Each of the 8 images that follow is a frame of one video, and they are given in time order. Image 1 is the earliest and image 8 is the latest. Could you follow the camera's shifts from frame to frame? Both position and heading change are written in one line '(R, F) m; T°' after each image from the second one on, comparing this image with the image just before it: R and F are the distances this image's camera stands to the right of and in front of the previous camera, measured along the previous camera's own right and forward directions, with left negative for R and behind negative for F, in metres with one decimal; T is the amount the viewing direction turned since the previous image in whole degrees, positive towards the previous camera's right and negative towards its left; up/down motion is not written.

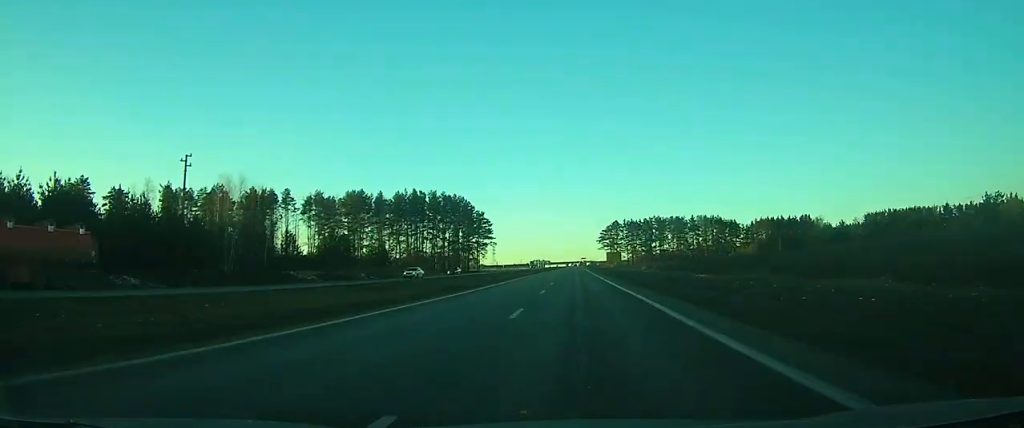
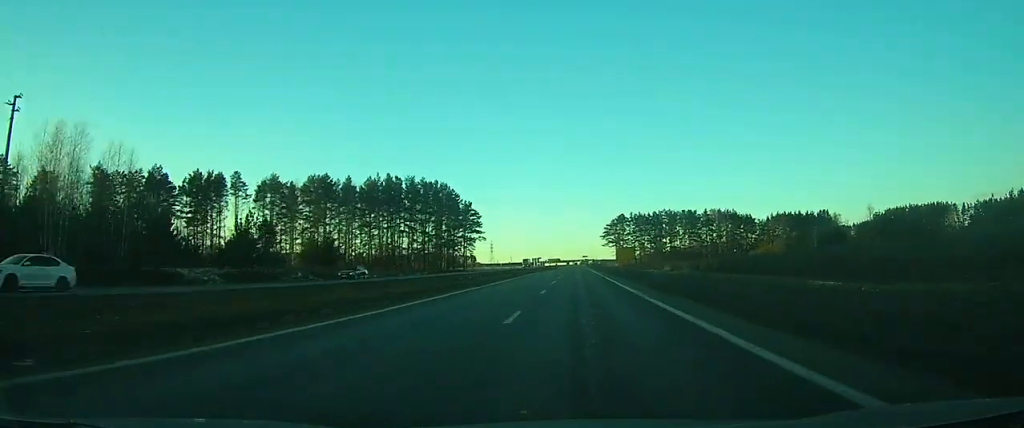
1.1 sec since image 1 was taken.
(0.0, +24.5) m; 0°
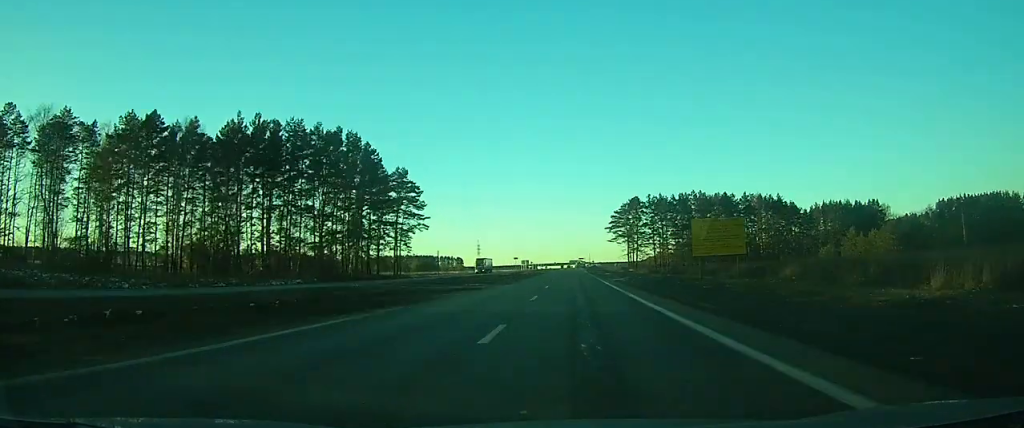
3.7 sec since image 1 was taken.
(+0.1, +64.1) m; 0°
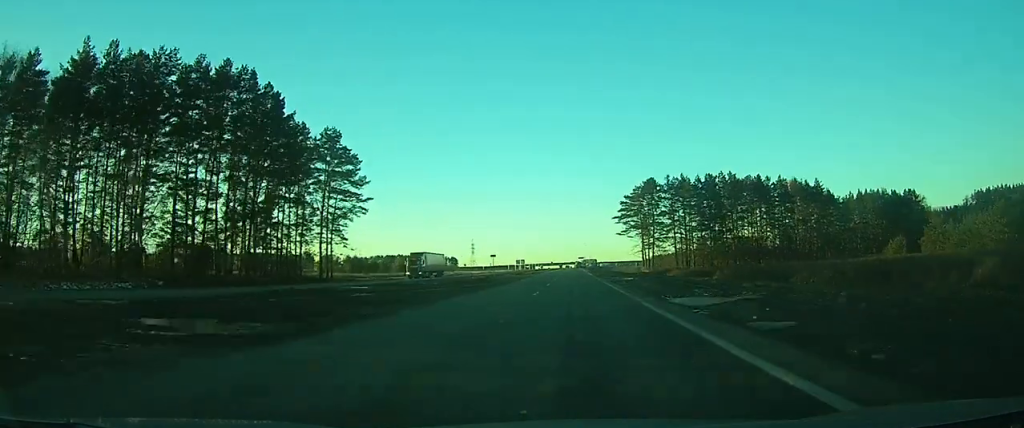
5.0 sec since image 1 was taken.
(+0.1, +33.2) m; 0°
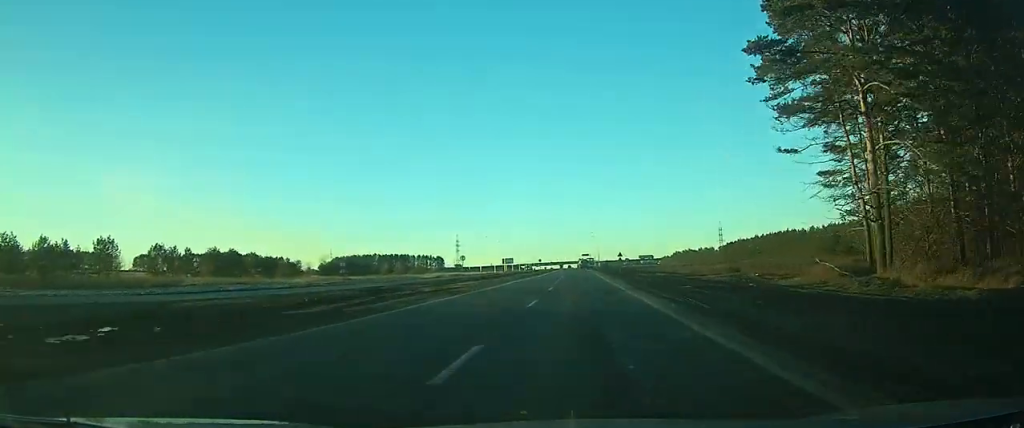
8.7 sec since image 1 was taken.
(-0.2, +87.0) m; 0°
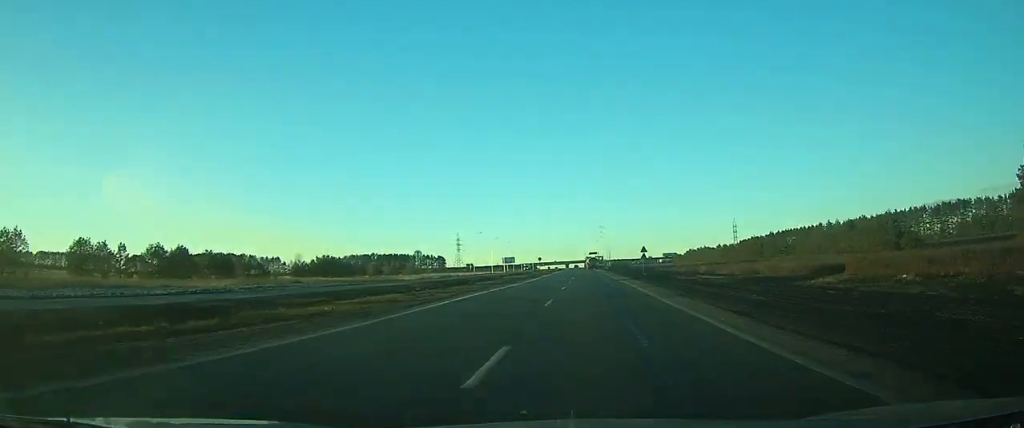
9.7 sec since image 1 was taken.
(0.0, +22.0) m; 0°
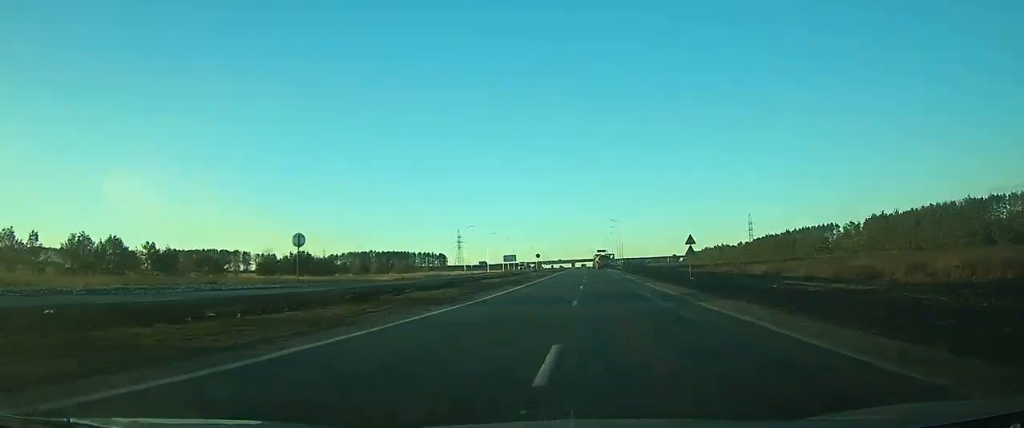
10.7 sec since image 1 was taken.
(0.0, +21.4) m; 0°
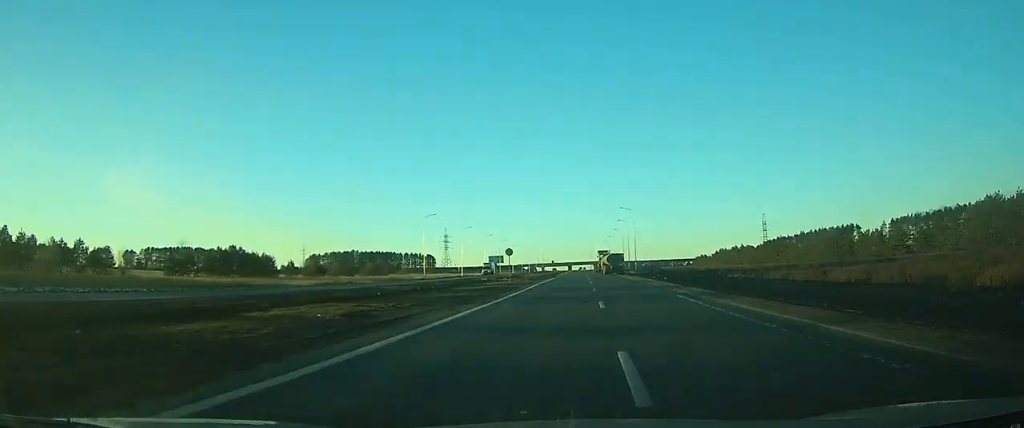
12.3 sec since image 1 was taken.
(0.0, +36.1) m; 0°
